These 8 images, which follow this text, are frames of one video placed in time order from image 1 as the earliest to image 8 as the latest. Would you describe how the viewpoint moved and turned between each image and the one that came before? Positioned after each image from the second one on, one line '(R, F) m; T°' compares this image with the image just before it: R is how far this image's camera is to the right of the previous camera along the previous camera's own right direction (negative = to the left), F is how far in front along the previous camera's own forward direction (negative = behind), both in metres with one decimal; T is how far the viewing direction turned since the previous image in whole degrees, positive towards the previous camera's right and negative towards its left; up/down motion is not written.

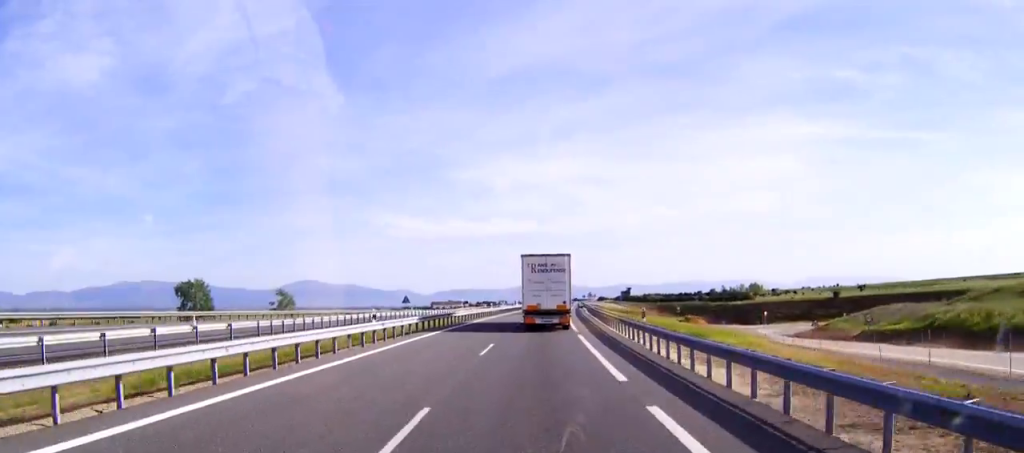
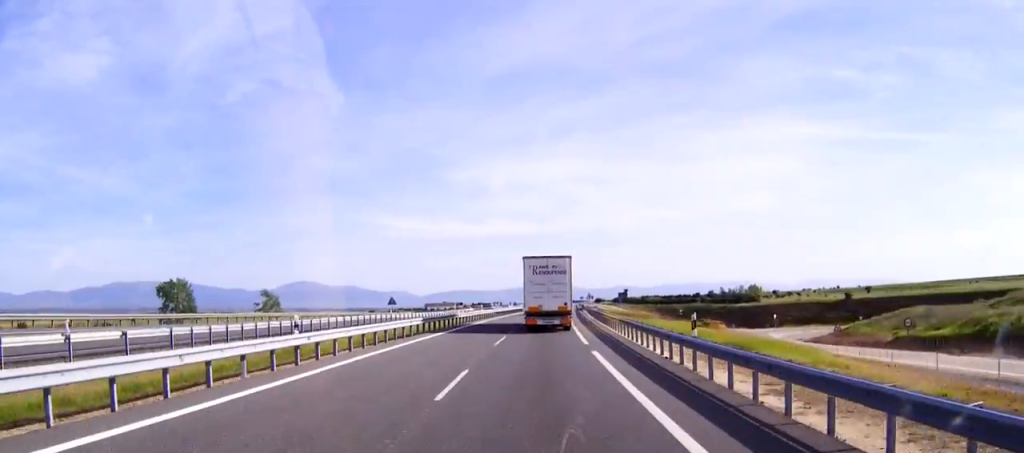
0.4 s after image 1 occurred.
(+0.1, +10.1) m; 0°
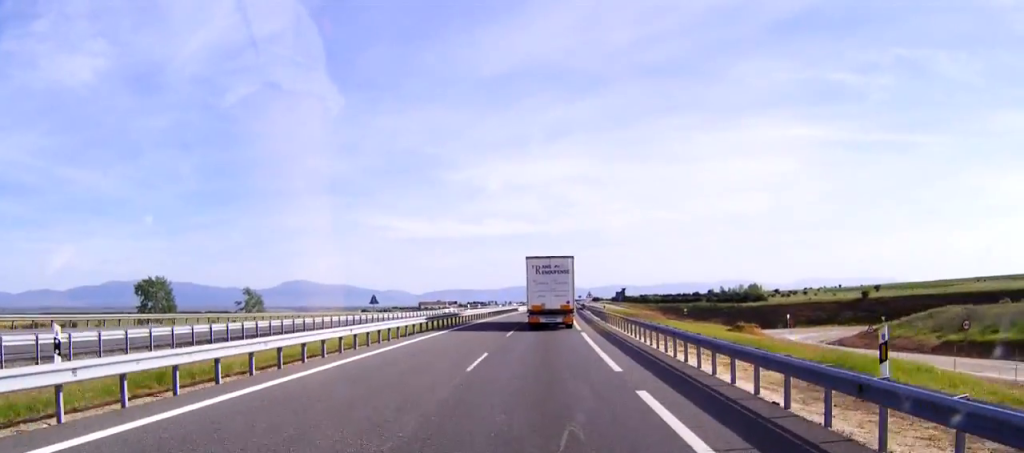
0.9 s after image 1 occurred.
(0.0, +11.7) m; 0°
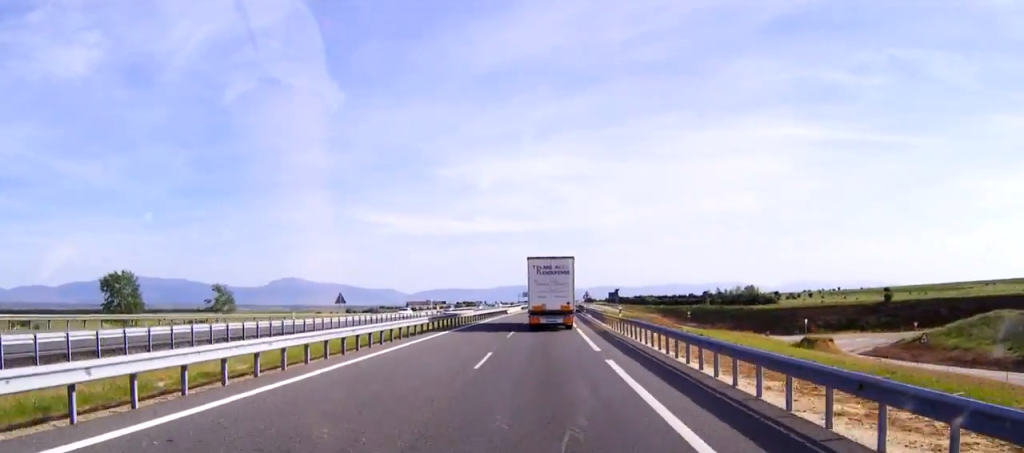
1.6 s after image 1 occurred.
(0.0, +15.6) m; 0°
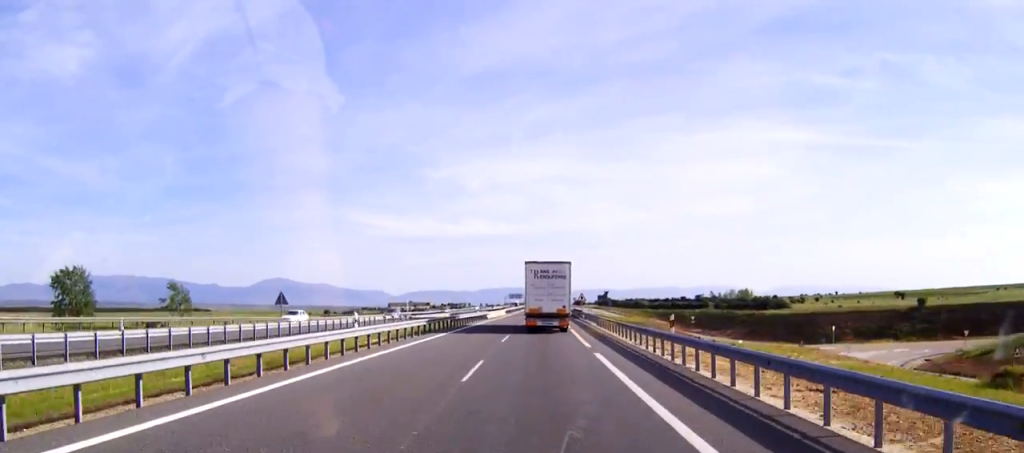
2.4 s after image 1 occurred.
(0.0, +19.7) m; +1°
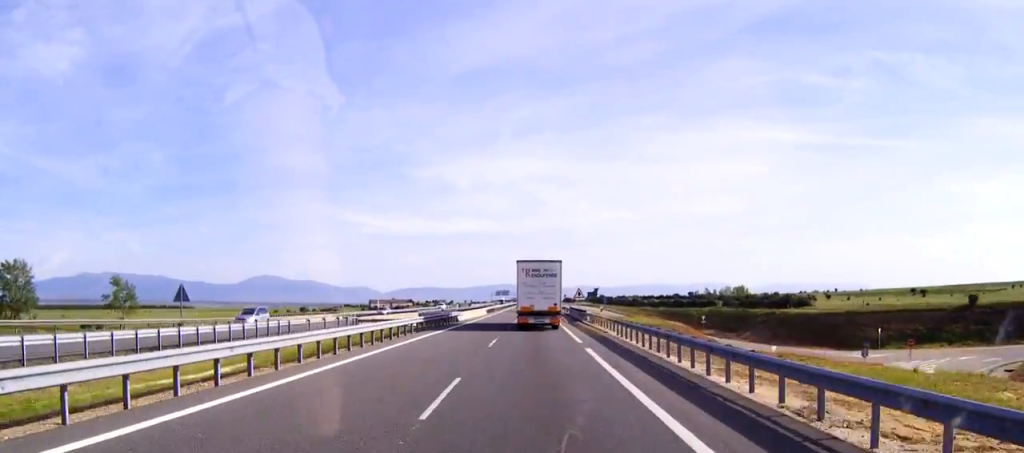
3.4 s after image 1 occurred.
(+0.4, +22.3) m; +1°
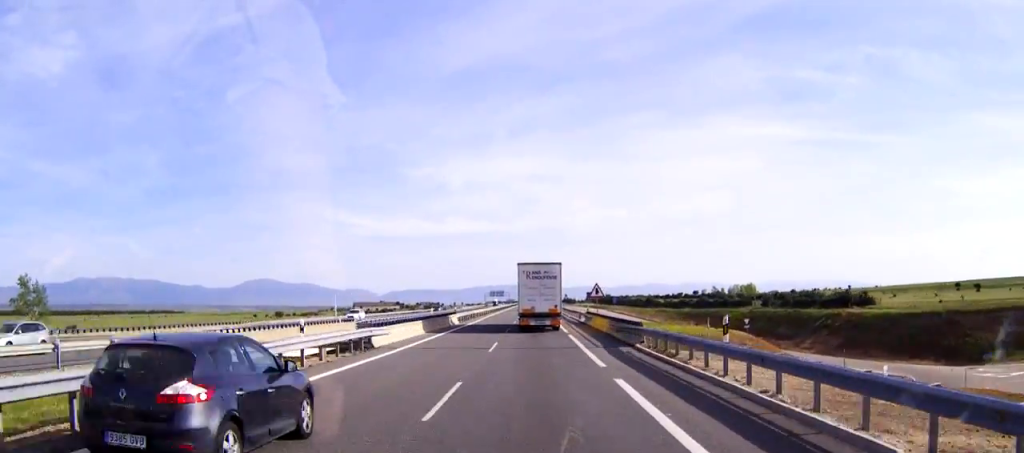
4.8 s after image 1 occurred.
(+0.3, +33.9) m; 0°
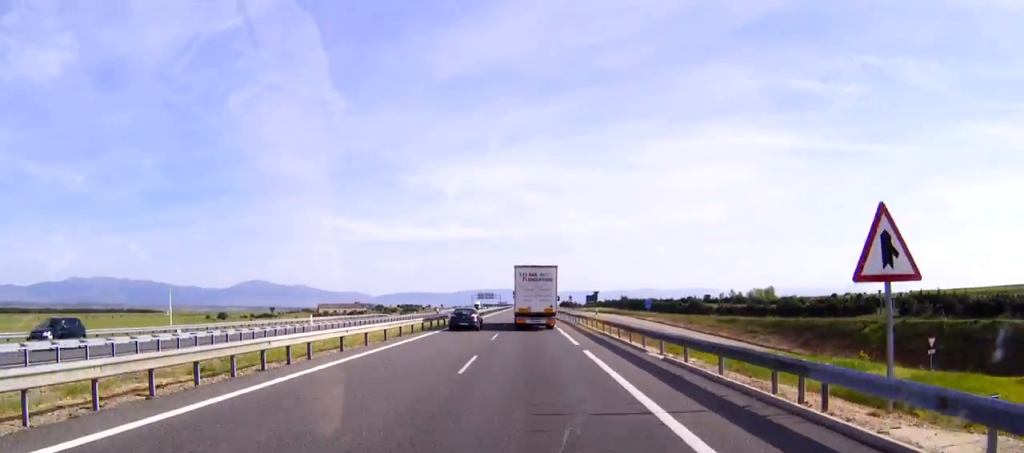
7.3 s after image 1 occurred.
(0.0, +61.8) m; 0°
